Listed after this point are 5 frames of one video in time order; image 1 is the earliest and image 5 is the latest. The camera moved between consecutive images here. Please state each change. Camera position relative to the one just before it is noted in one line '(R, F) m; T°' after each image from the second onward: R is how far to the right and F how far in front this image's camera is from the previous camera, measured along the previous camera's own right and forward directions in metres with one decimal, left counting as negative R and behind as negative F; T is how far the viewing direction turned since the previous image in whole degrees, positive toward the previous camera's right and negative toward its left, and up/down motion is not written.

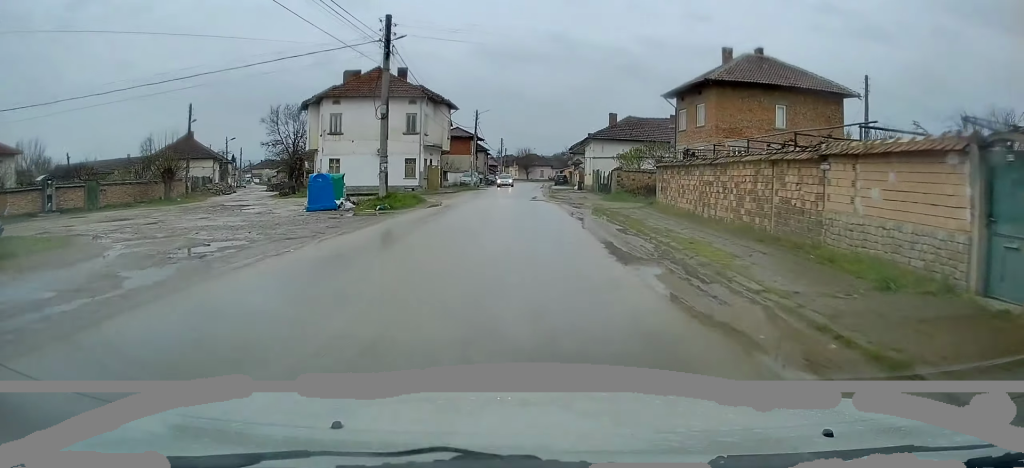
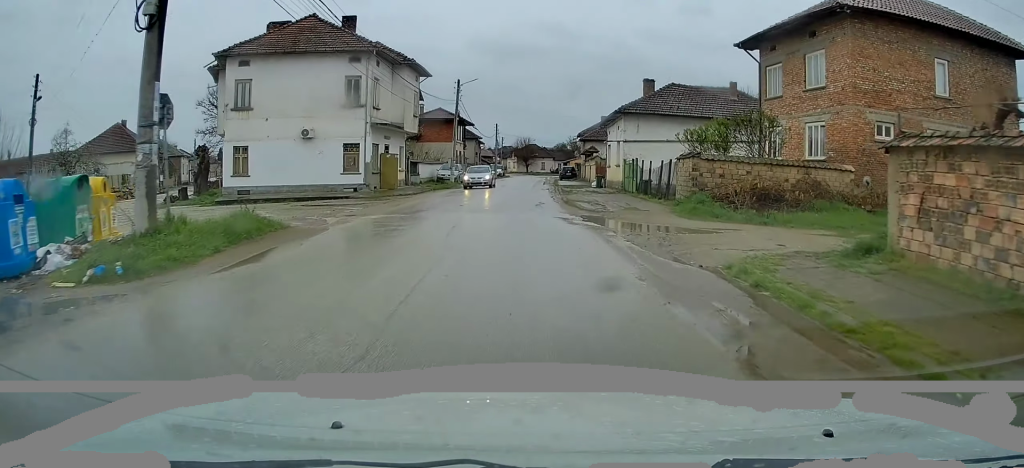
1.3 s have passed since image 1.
(-0.1, +17.0) m; -1°
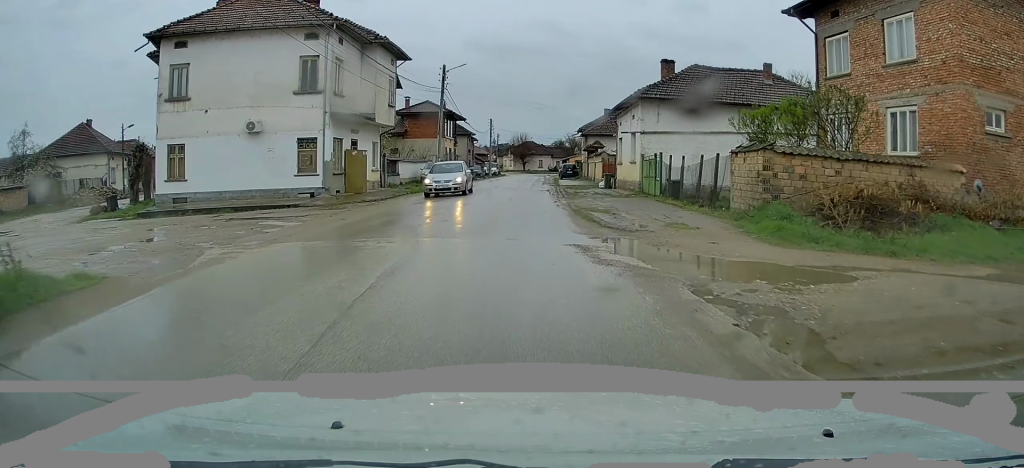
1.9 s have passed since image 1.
(0.0, +6.2) m; 0°
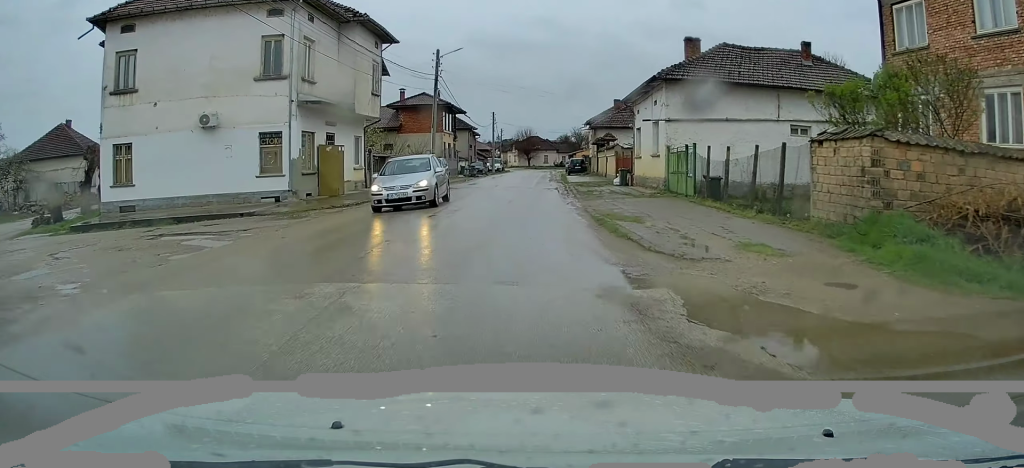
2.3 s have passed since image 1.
(0.0, +4.7) m; 0°
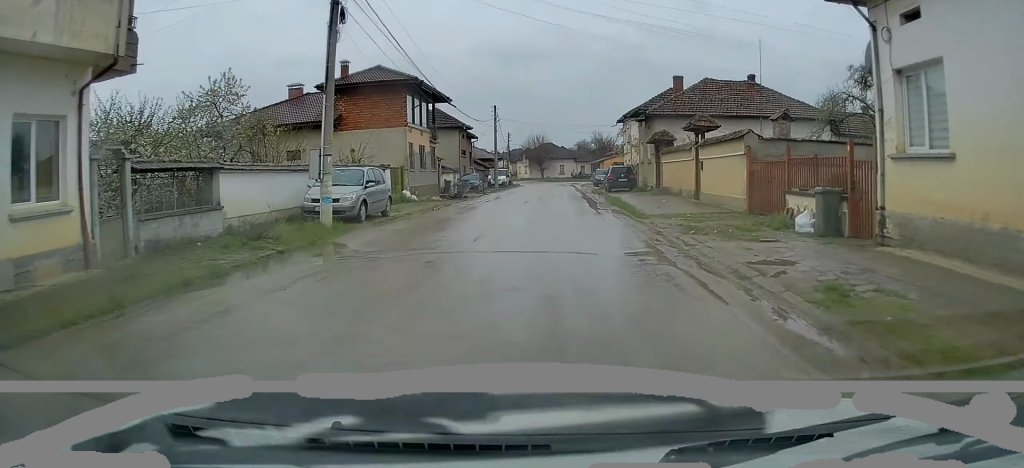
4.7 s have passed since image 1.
(0.0, +21.7) m; 0°
